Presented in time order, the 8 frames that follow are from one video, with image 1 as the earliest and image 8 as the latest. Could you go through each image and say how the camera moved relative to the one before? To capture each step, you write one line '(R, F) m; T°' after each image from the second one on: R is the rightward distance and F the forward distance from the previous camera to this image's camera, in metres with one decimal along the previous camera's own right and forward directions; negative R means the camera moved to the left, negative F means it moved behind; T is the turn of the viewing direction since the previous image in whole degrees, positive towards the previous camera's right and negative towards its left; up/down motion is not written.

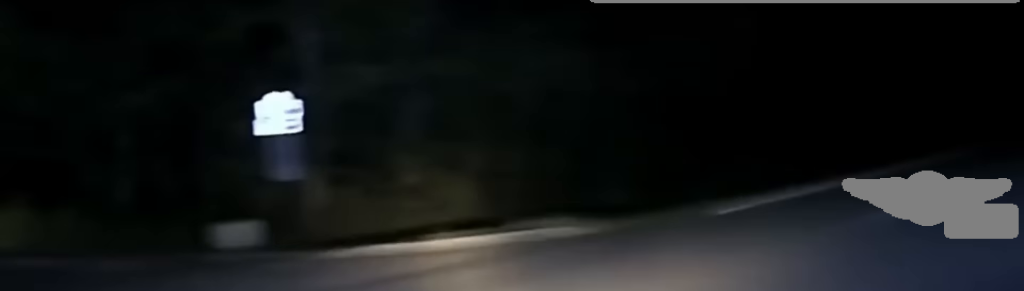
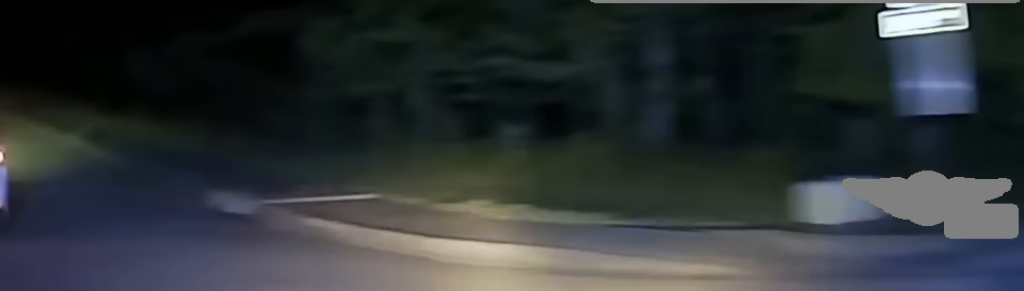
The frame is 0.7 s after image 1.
(-2.8, +9.9) m; -19°
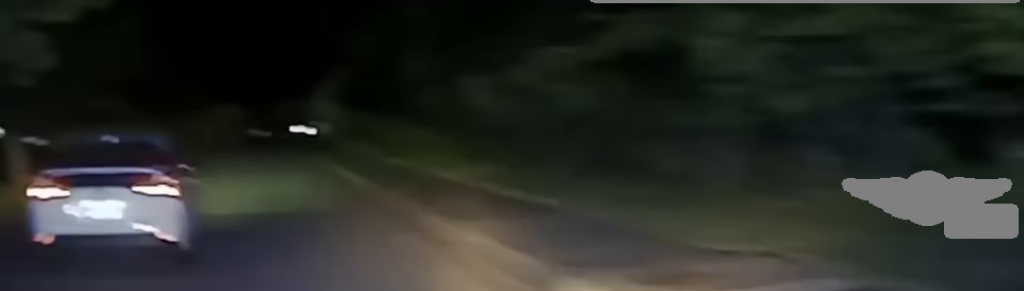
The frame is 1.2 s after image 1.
(-1.4, +8.0) m; -11°
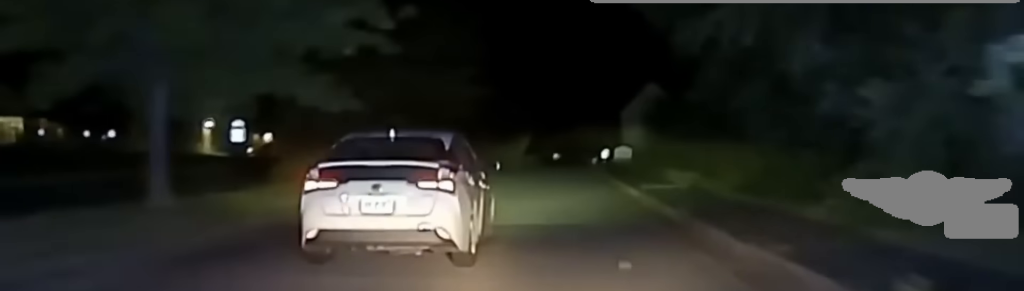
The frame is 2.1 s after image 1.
(-0.3, +11.6) m; -1°
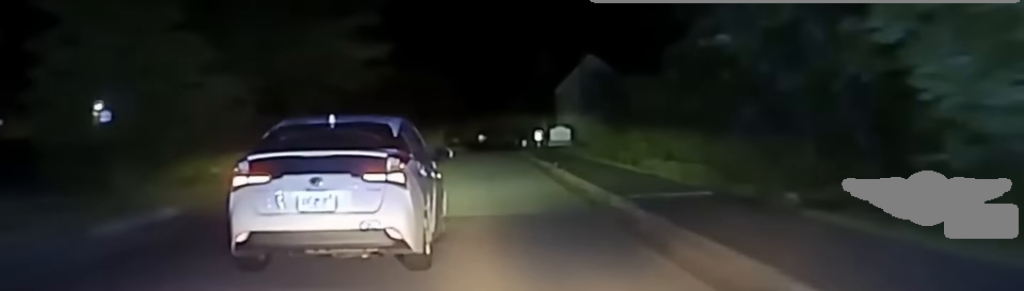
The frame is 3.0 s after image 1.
(0.0, +11.4) m; 0°
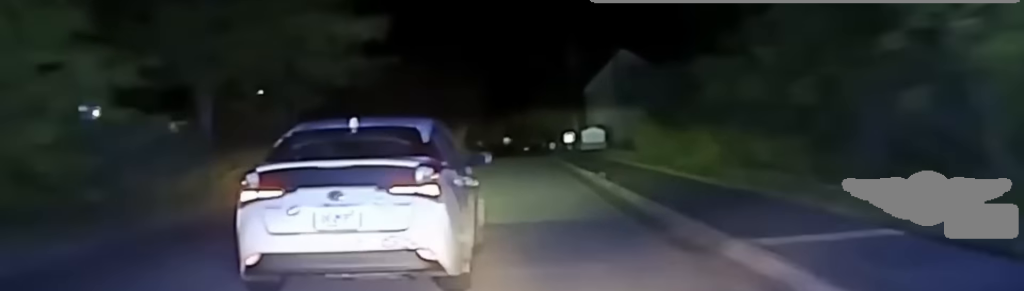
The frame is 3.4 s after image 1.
(0.0, +5.4) m; 0°
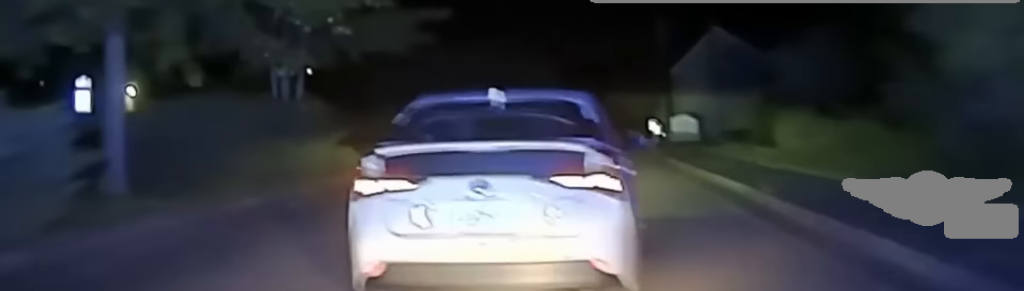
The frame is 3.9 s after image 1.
(0.0, +7.2) m; 0°
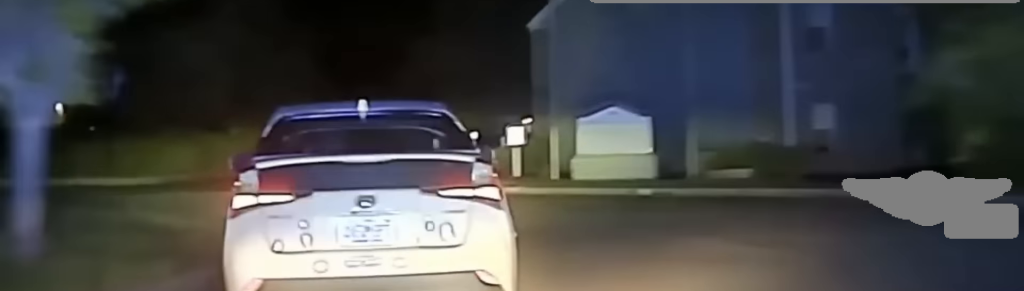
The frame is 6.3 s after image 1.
(+2.9, +38.5) m; +8°
